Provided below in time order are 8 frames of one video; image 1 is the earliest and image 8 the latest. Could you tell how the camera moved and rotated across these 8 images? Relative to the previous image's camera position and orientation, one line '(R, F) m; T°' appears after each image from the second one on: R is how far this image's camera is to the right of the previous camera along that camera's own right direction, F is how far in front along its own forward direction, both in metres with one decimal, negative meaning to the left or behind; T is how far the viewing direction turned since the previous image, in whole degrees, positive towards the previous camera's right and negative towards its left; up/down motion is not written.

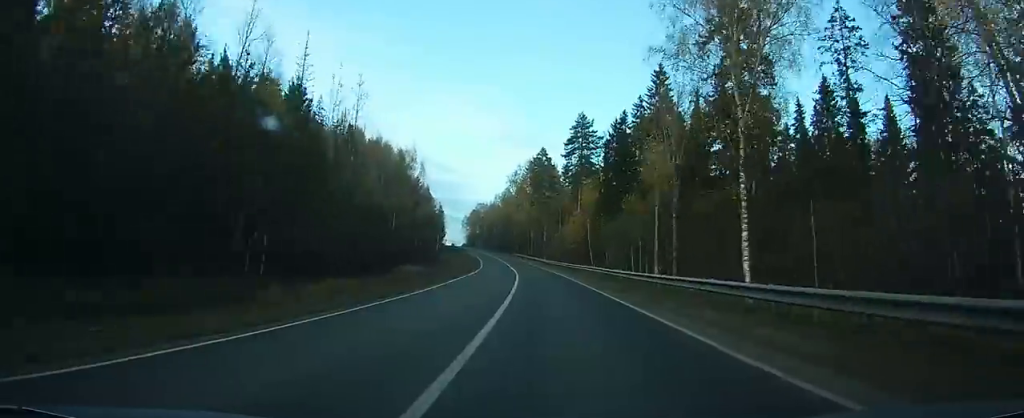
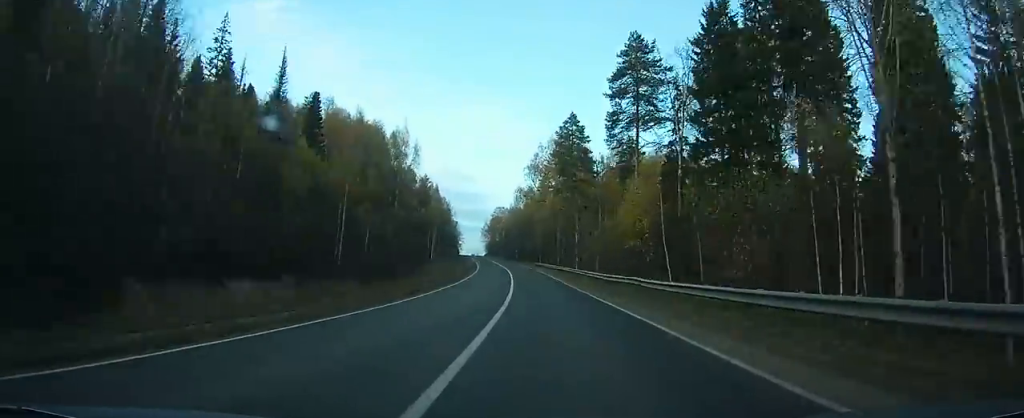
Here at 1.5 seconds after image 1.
(-0.7, +39.1) m; -2°
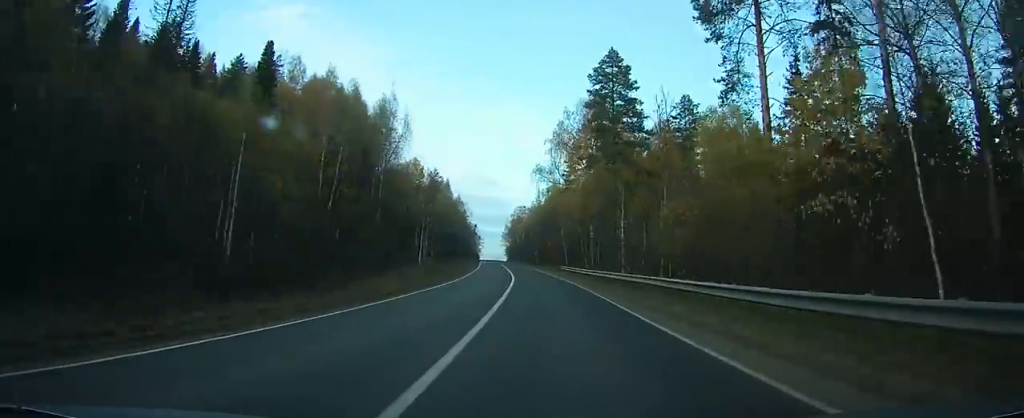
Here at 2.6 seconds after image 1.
(-0.4, +30.5) m; -2°
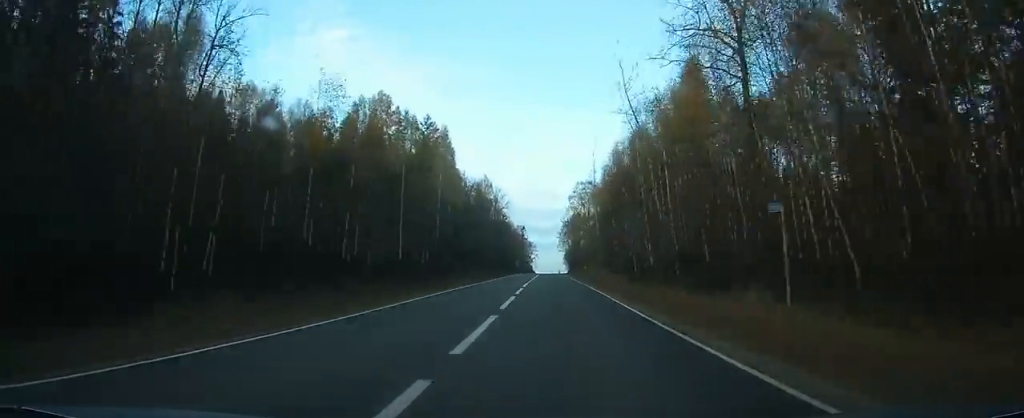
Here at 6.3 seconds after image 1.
(-6.5, +104.6) m; -7°
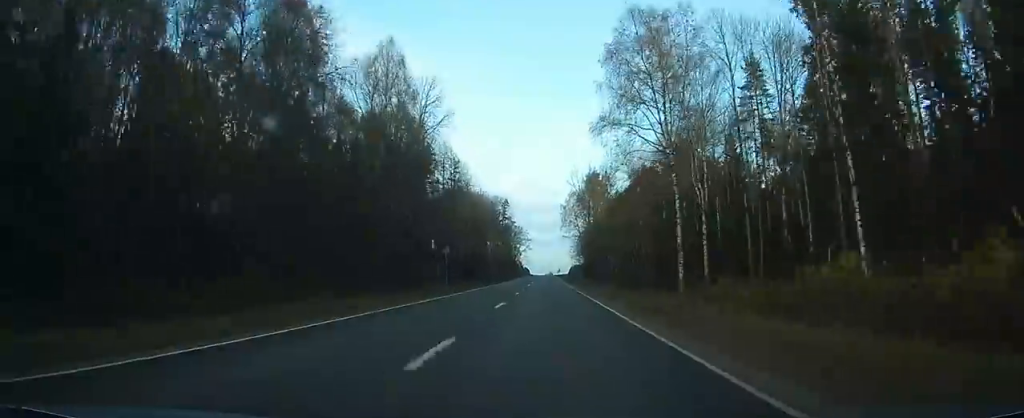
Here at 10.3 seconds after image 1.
(-2.4, +119.6) m; -1°
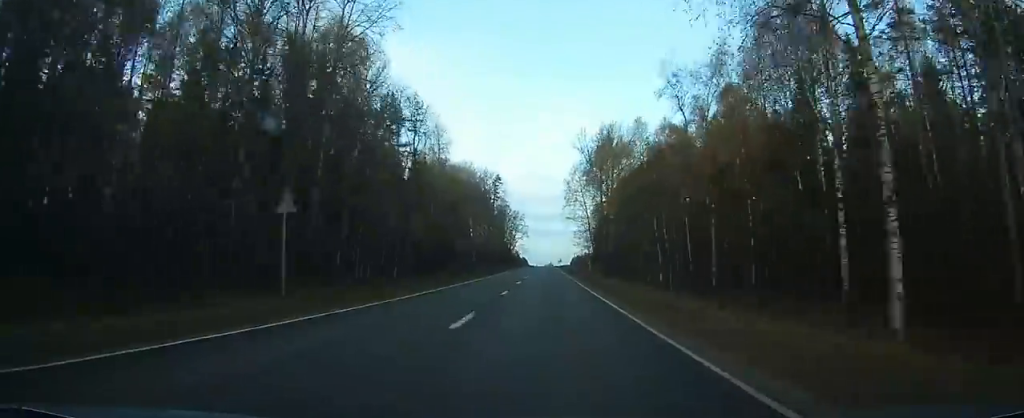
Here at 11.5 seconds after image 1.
(-0.1, +33.4) m; 0°
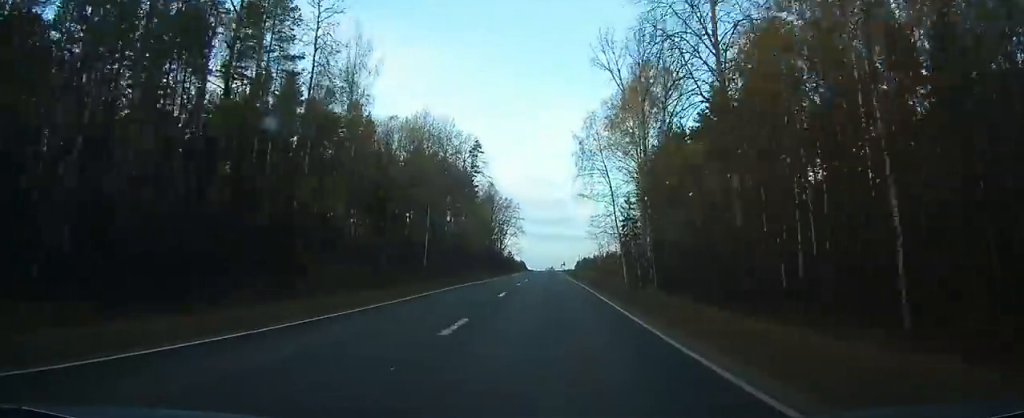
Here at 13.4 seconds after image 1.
(0.0, +48.6) m; 0°
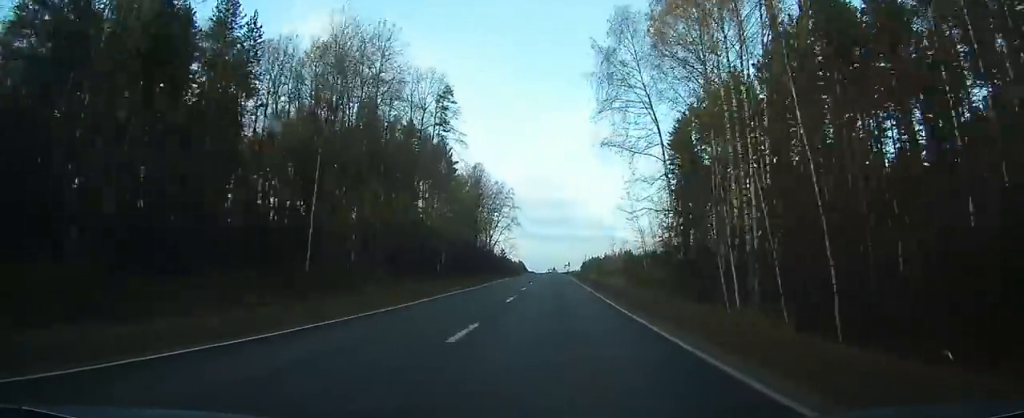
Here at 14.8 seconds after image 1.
(0.0, +35.1) m; 0°
